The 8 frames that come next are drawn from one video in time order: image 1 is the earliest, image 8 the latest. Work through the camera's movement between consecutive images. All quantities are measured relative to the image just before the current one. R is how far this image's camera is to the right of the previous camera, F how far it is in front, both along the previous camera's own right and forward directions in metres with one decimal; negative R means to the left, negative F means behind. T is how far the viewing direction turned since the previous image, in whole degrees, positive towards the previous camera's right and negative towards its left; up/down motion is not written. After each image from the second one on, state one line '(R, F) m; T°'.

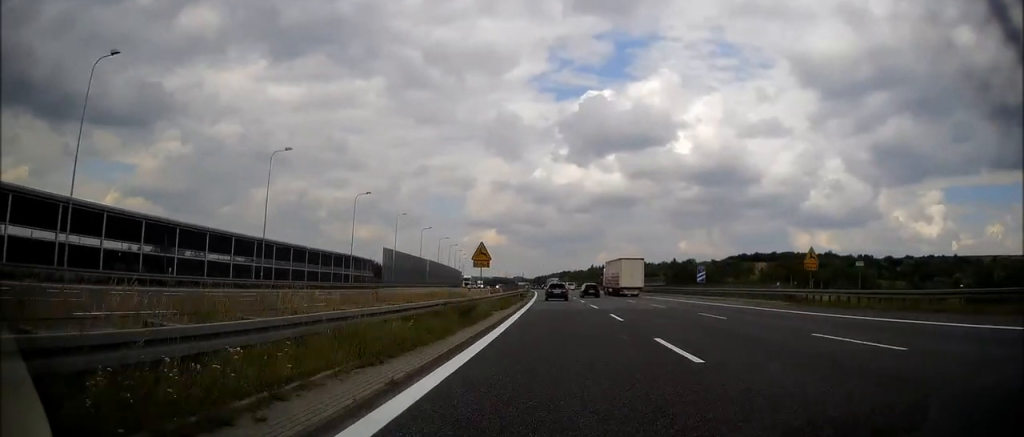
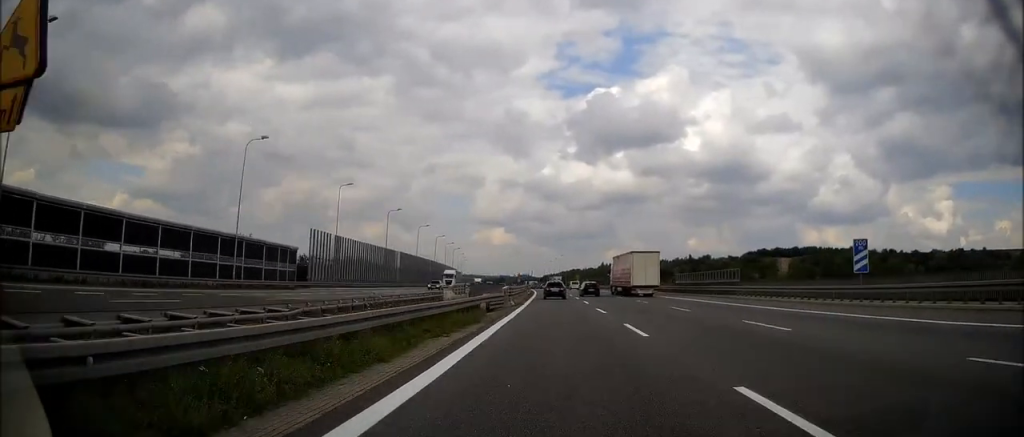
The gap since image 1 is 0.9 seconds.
(-0.3, +30.5) m; -1°
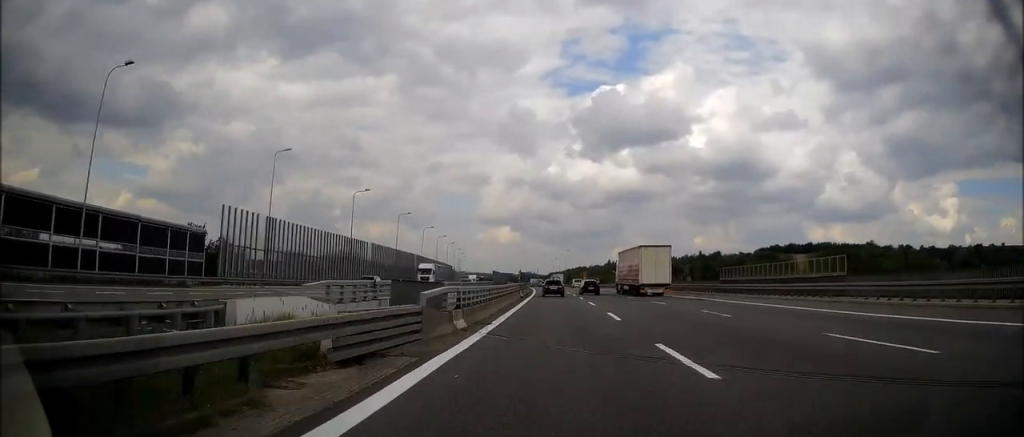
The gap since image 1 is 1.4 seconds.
(-0.2, +18.7) m; -1°
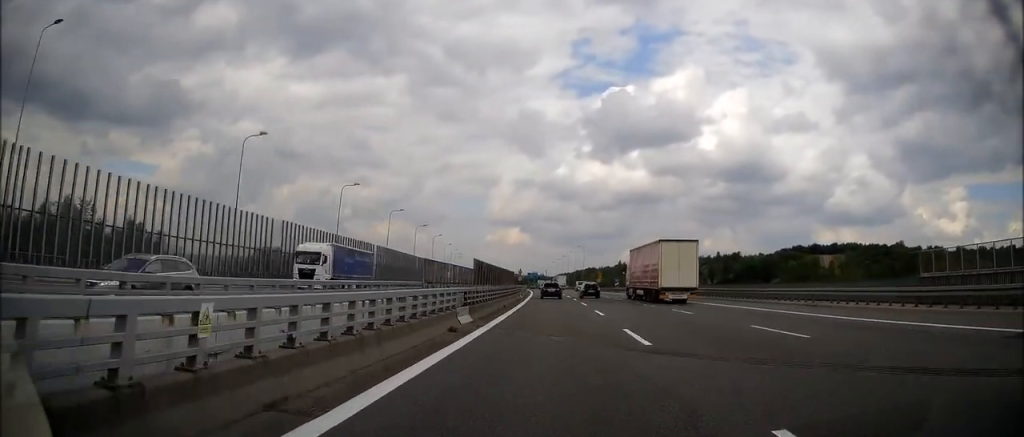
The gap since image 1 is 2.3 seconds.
(-0.3, +31.4) m; -1°
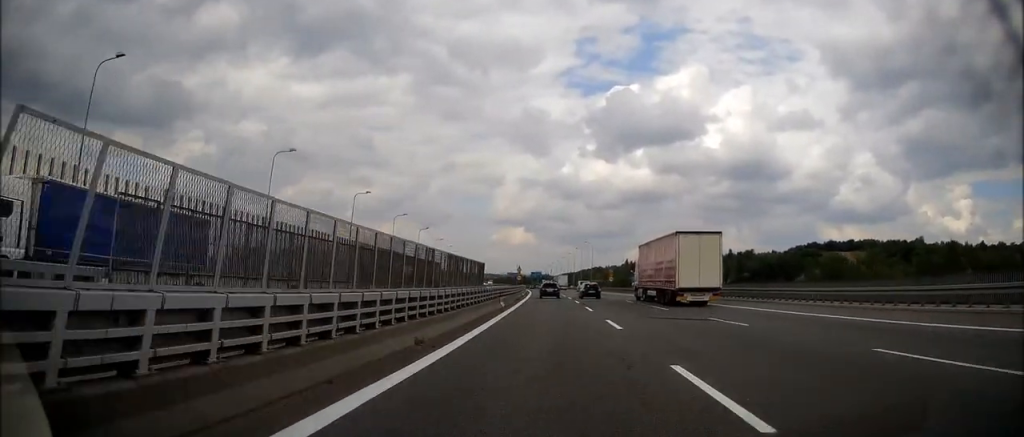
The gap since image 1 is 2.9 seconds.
(-0.1, +19.7) m; 0°
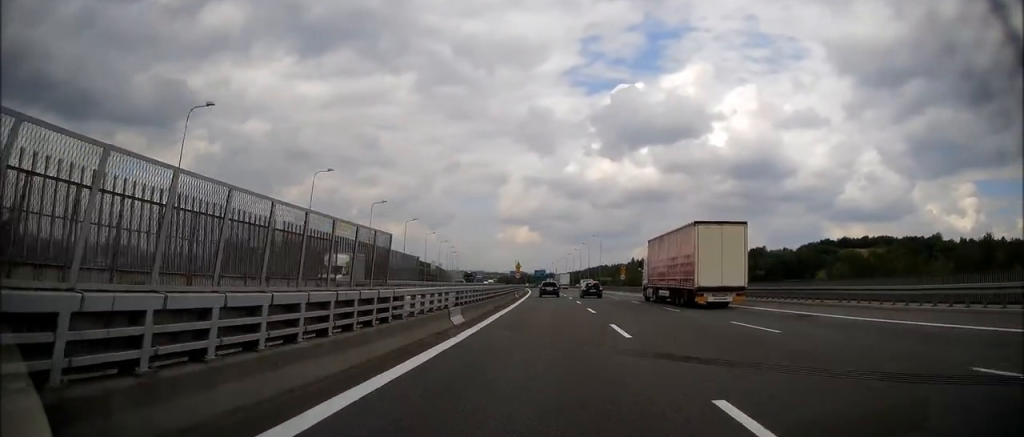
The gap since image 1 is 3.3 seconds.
(0.0, +14.9) m; 0°
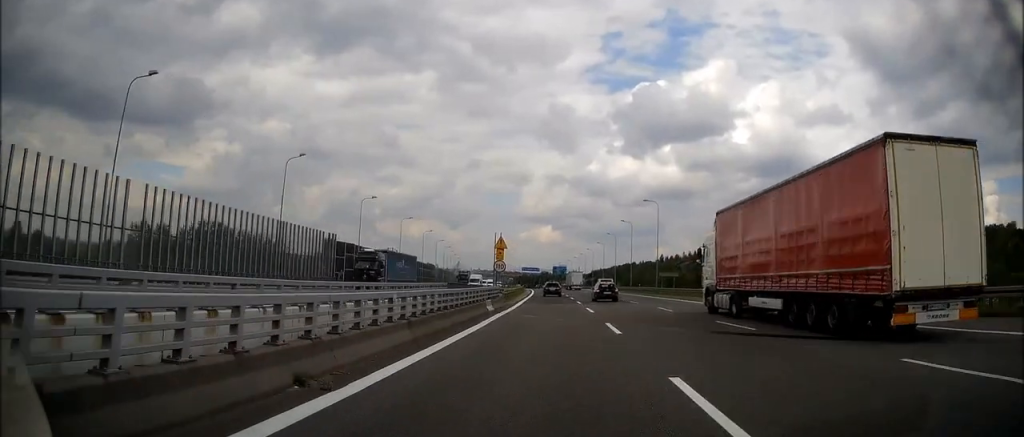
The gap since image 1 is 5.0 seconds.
(-0.3, +58.1) m; -2°
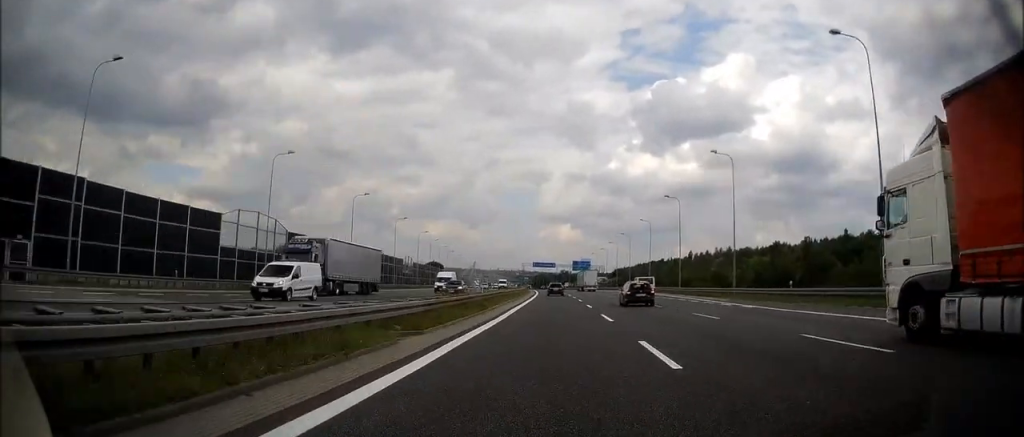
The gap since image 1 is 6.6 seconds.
(-1.4, +54.9) m; -2°
